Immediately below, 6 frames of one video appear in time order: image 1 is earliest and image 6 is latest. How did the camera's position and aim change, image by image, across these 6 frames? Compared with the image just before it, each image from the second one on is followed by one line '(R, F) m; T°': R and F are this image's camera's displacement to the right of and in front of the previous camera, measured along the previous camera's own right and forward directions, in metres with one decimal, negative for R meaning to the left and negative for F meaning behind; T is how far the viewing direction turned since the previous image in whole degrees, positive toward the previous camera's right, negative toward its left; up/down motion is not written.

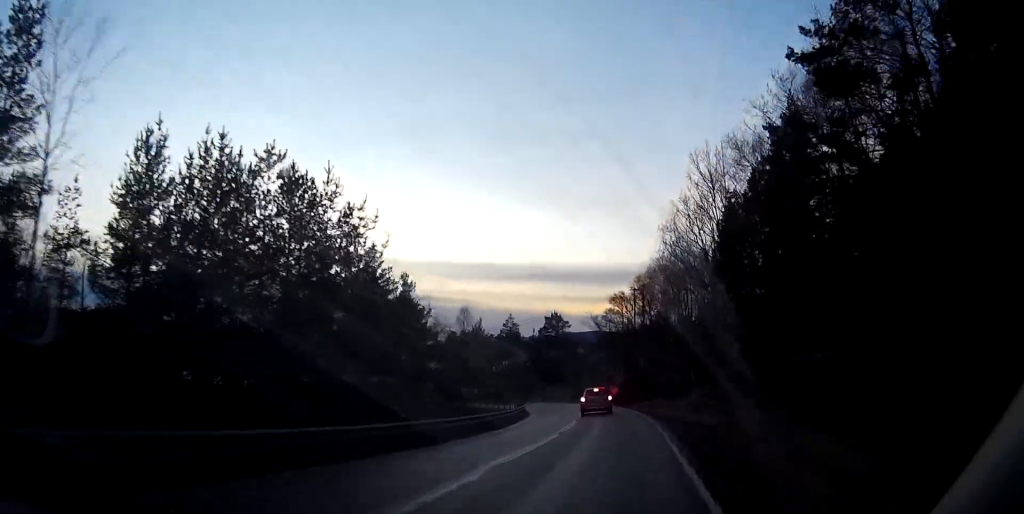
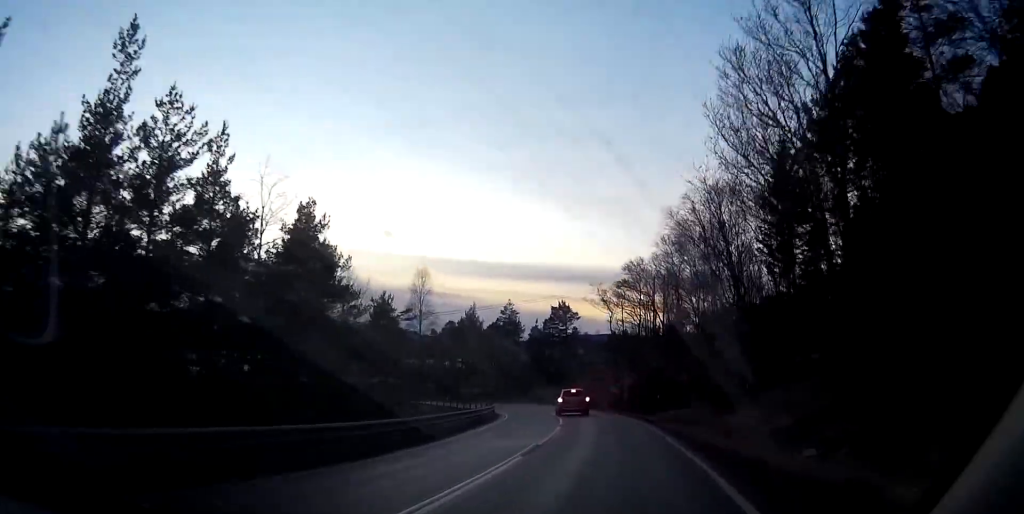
(+0.5, +19.3) m; +2°
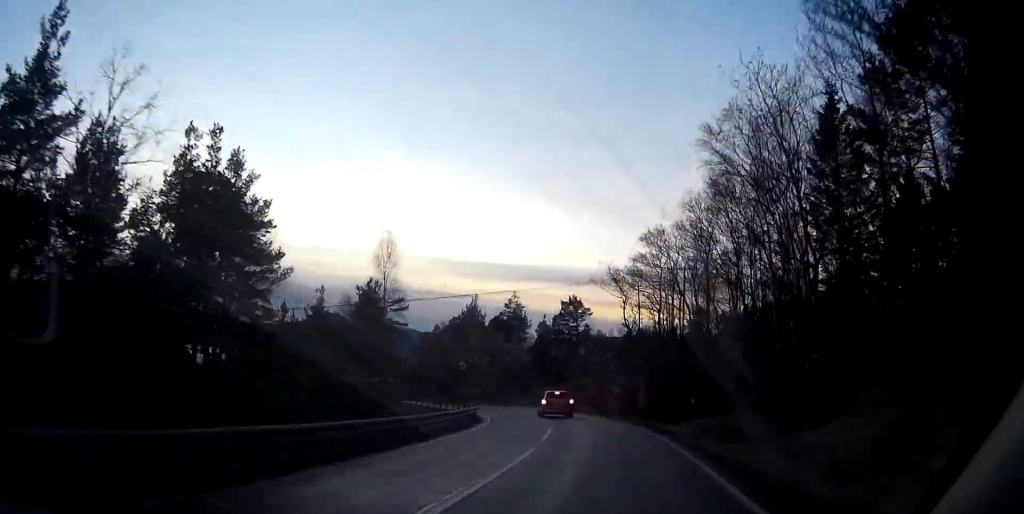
(-0.1, +10.6) m; 0°
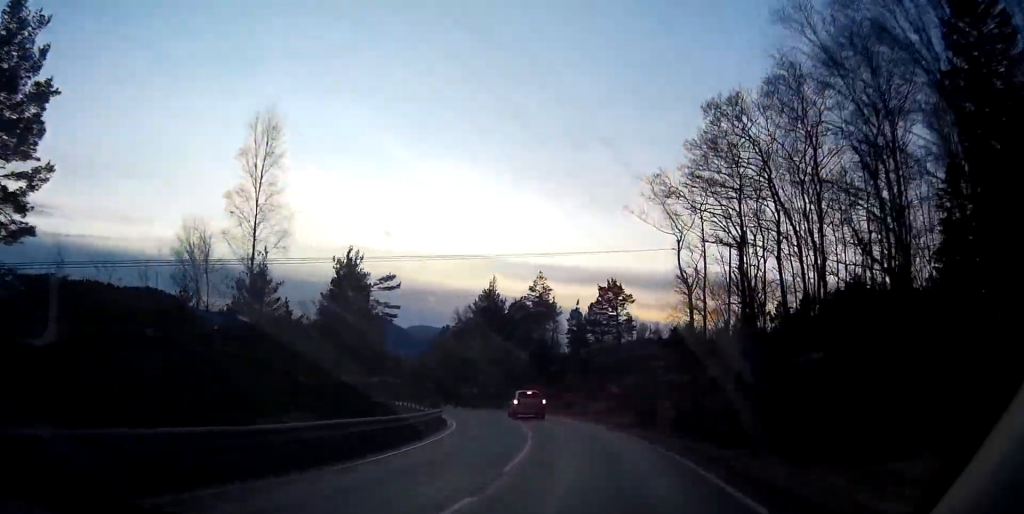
(+0.3, +18.9) m; +2°
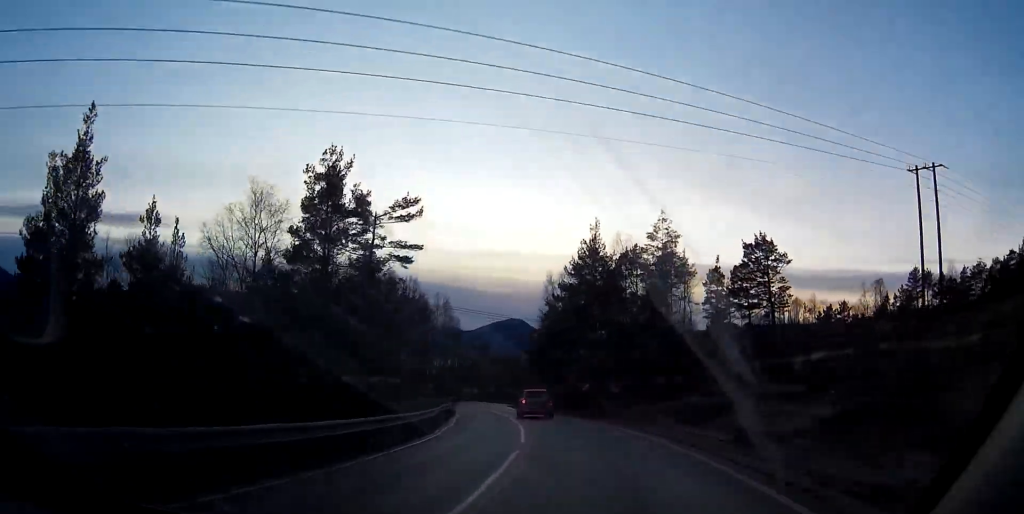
(-1.7, +30.0) m; -11°
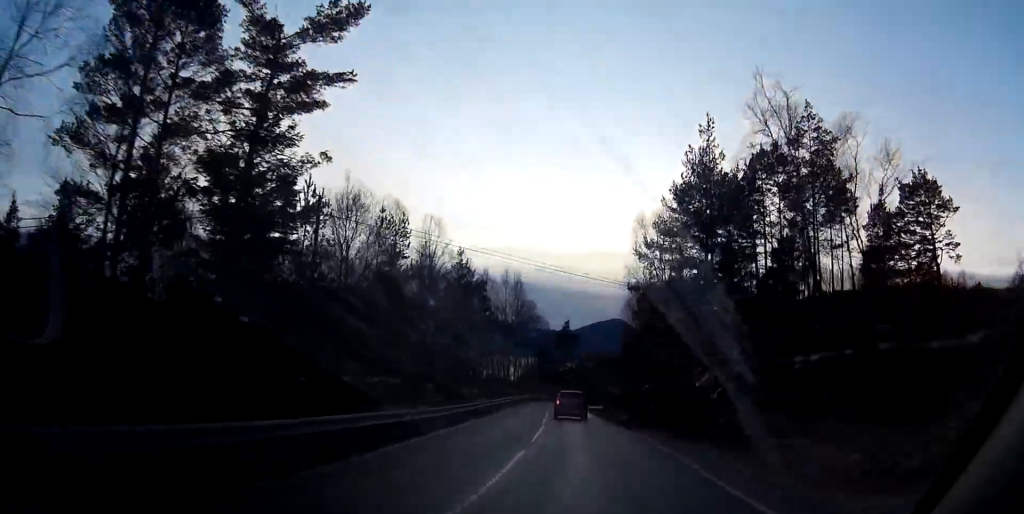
(-2.4, +23.7) m; -9°
